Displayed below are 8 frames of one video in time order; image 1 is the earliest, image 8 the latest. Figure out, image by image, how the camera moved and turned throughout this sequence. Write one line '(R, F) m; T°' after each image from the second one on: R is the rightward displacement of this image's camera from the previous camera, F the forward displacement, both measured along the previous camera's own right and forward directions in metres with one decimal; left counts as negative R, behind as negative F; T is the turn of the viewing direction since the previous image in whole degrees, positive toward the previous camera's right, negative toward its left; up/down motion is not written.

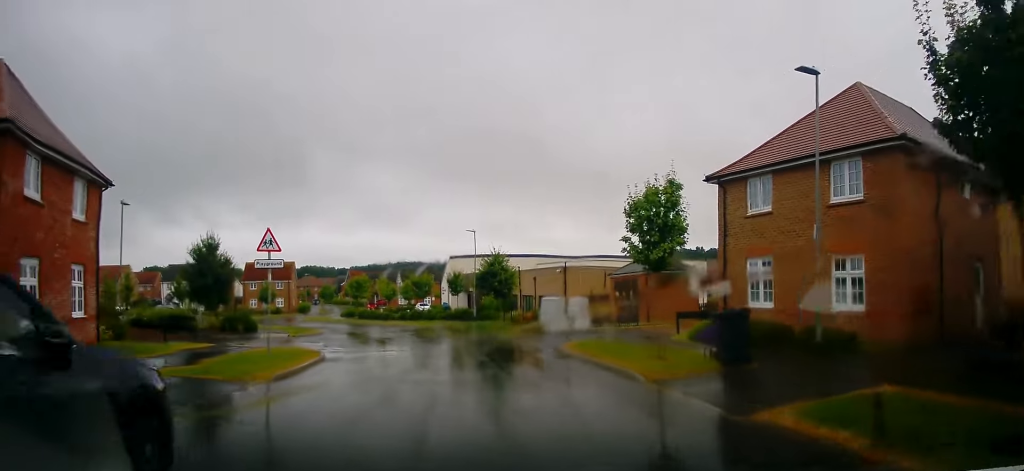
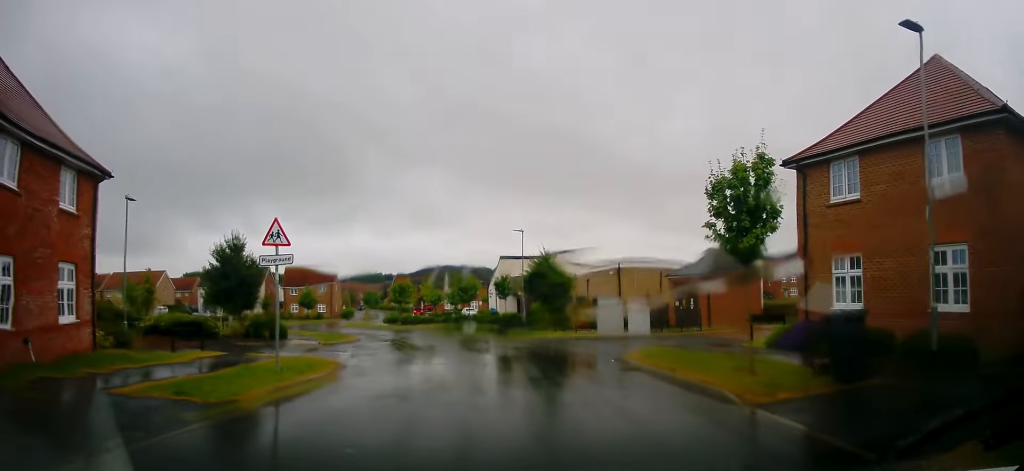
(-0.1, +2.3) m; -5°
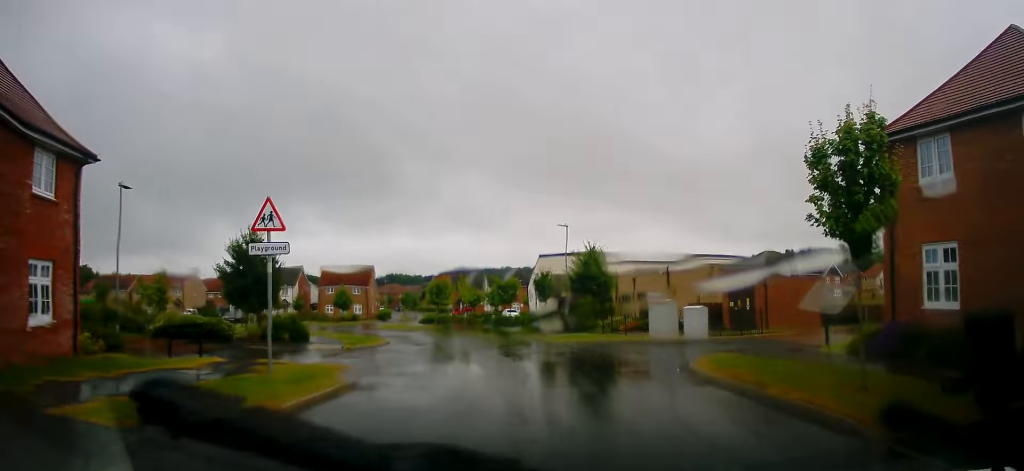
(-0.1, +2.4) m; -2°
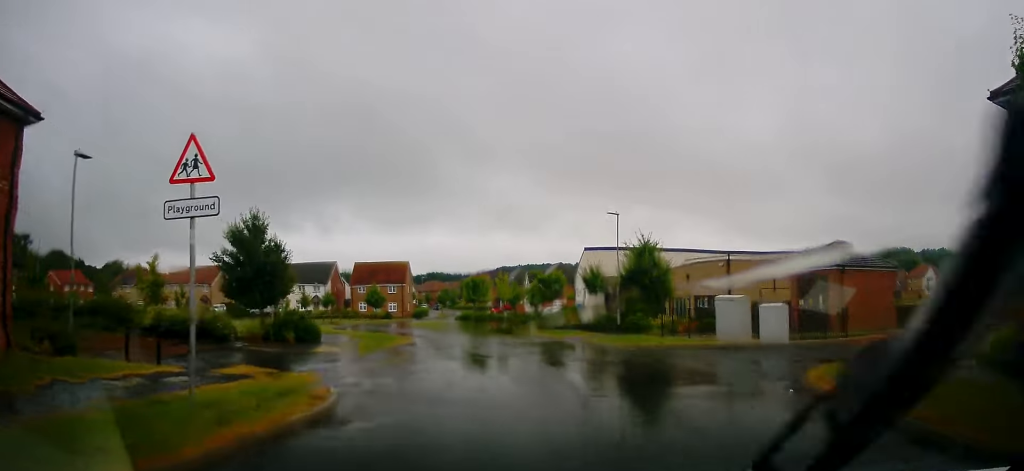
(-0.1, +3.6) m; -2°
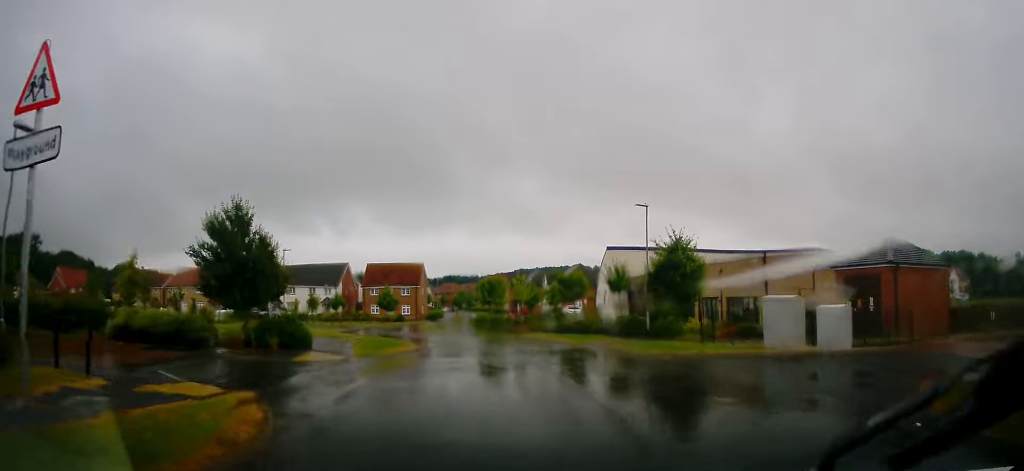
(0.0, +3.0) m; 0°
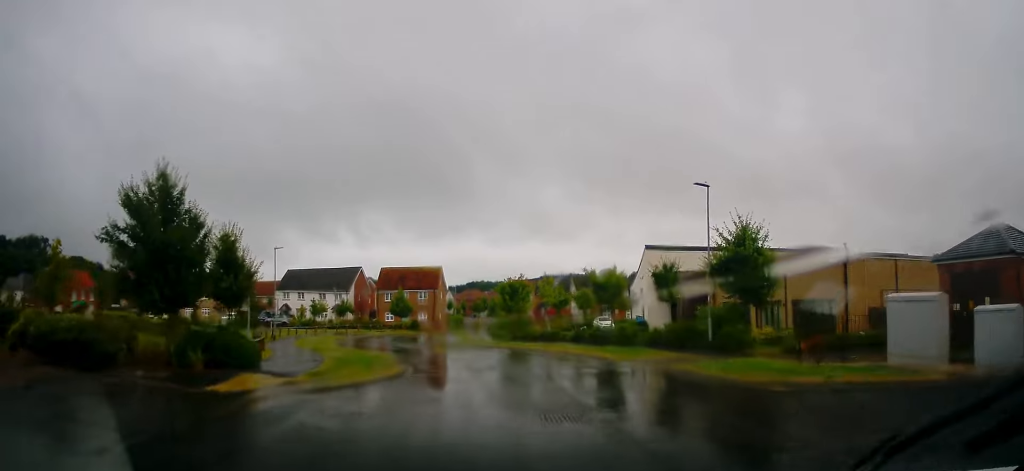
(0.0, +6.0) m; -2°
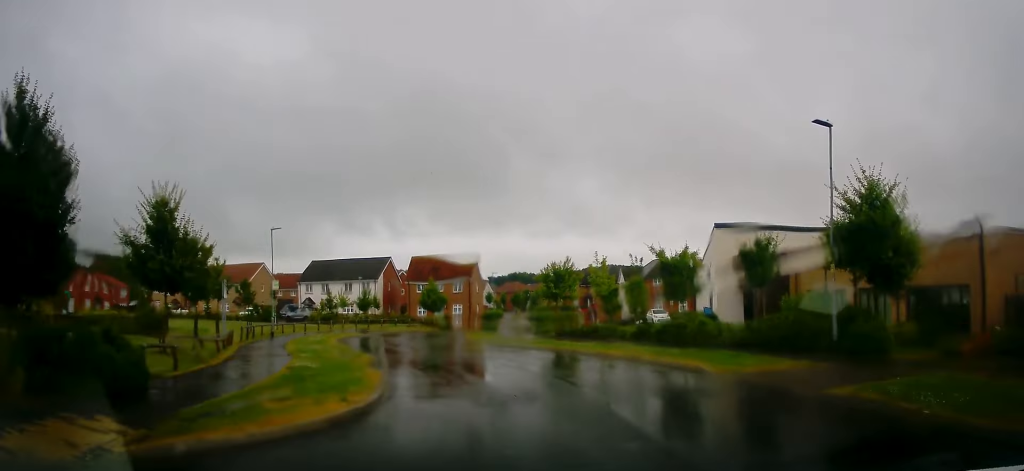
(-0.3, +6.8) m; -5°
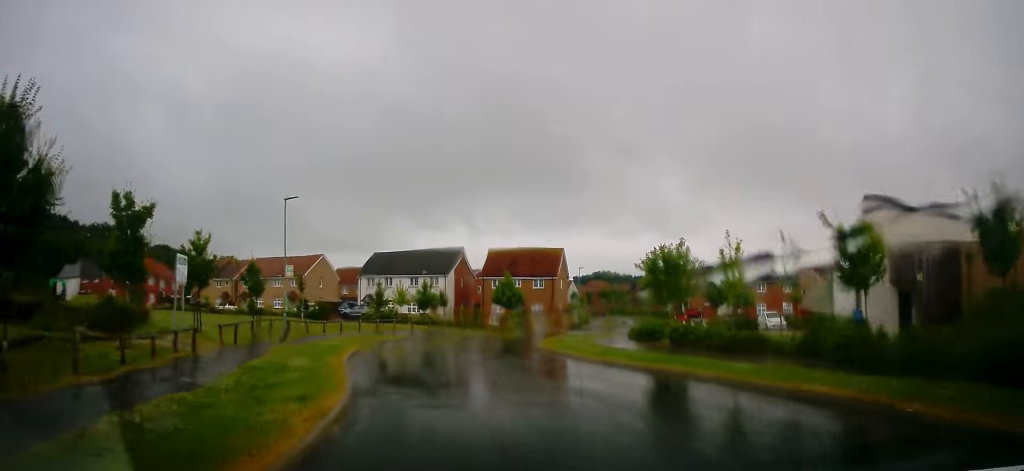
(-0.4, +8.6) m; -8°
